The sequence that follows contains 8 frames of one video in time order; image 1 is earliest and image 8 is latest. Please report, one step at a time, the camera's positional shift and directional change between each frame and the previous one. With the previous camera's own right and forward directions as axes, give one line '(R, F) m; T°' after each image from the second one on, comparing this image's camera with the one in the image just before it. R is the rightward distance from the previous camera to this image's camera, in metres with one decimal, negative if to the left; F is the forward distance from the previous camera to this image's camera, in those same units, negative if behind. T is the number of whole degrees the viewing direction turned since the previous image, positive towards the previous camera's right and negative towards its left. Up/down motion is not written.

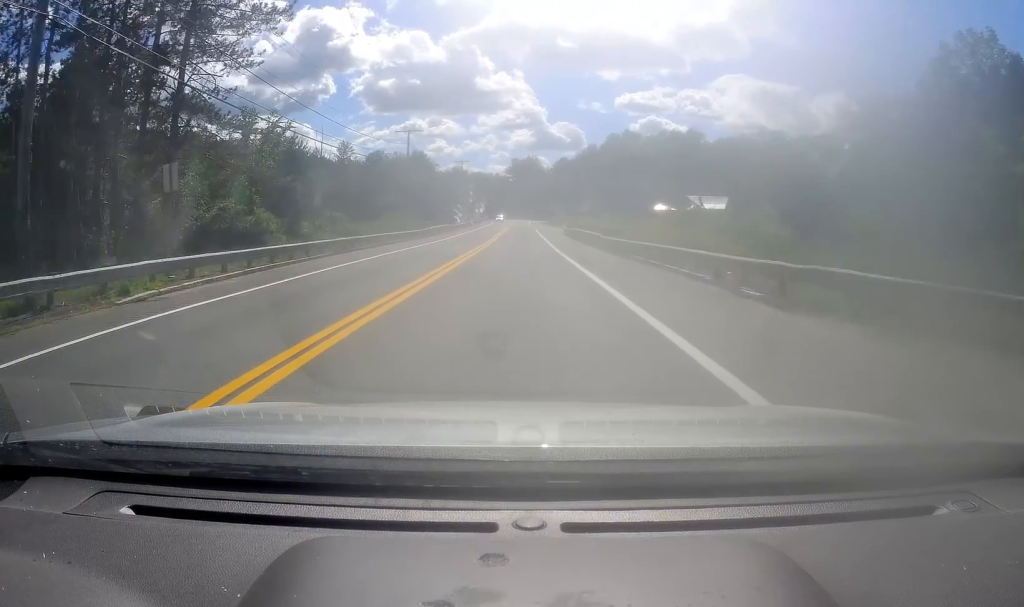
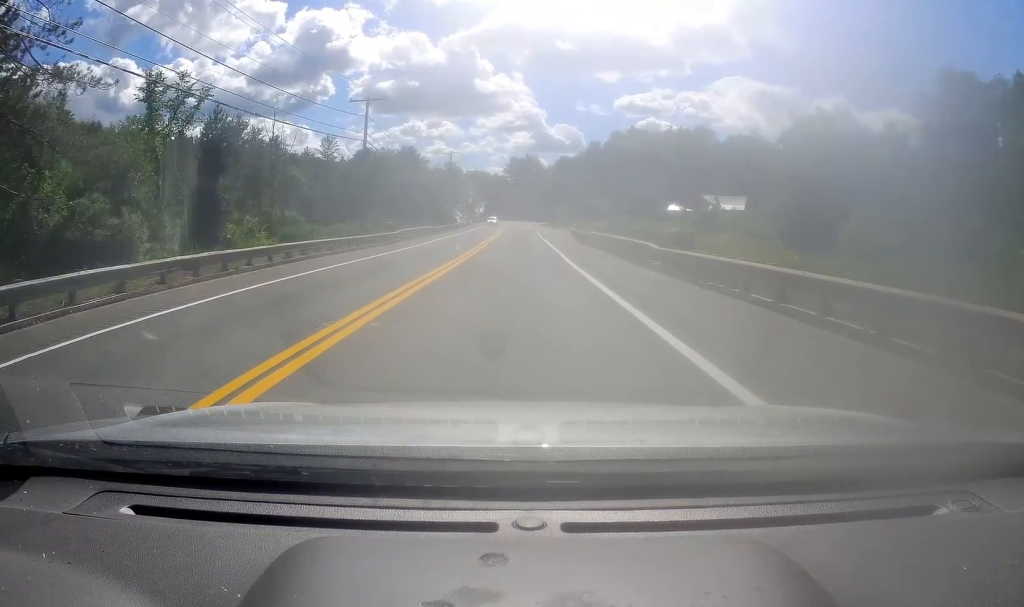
(-0.1, +15.6) m; -1°
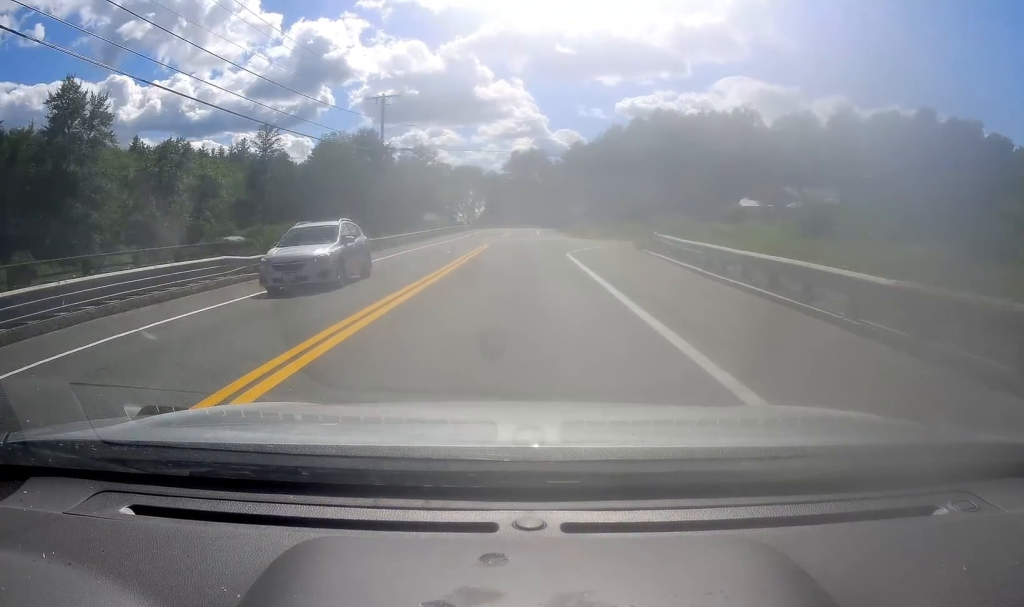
(-0.2, +46.1) m; 0°
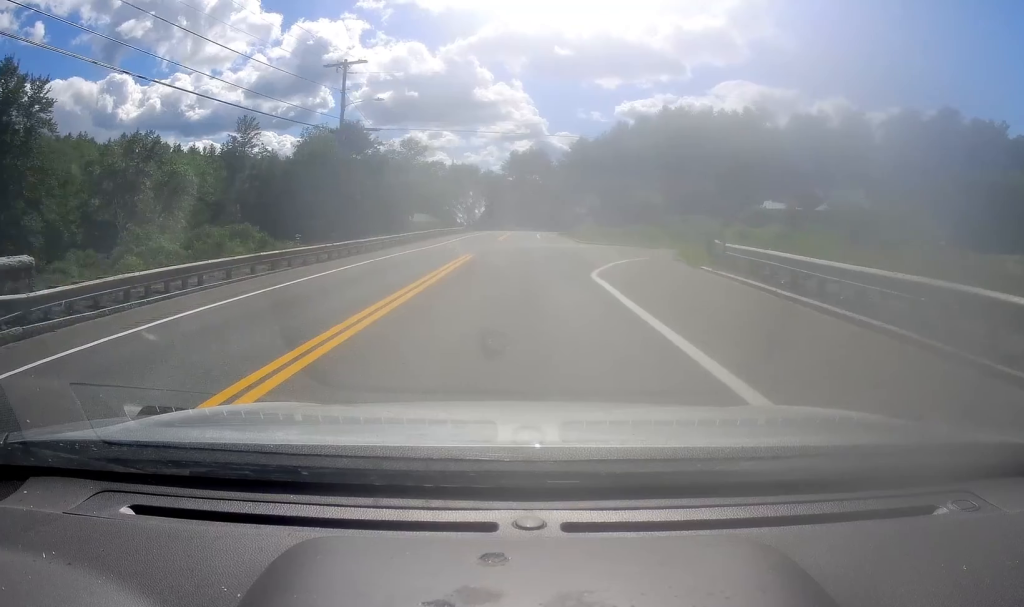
(+0.3, +9.9) m; 0°
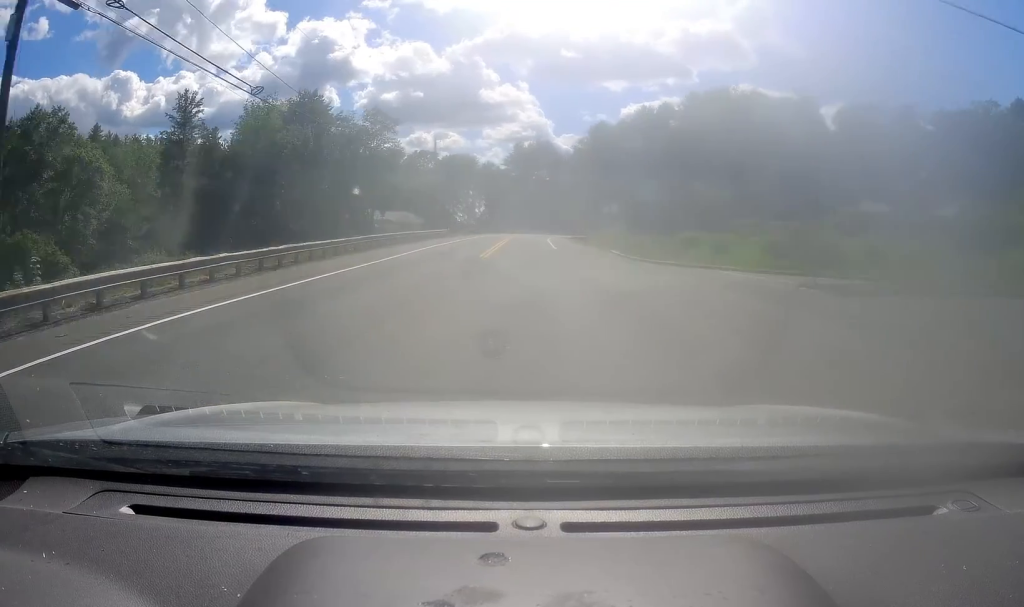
(-0.6, +26.1) m; 0°
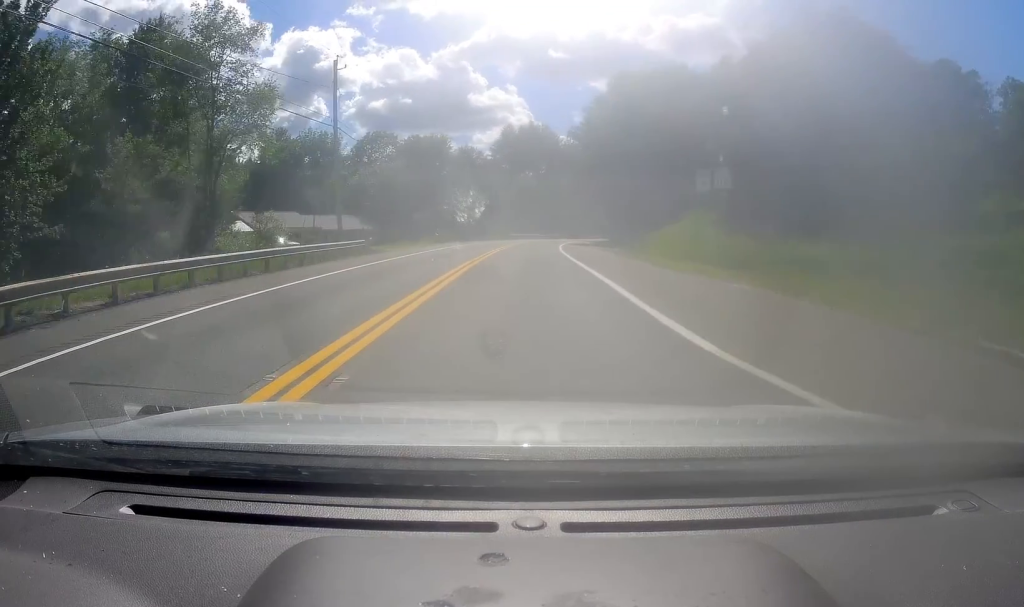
(+0.9, +37.1) m; +1°
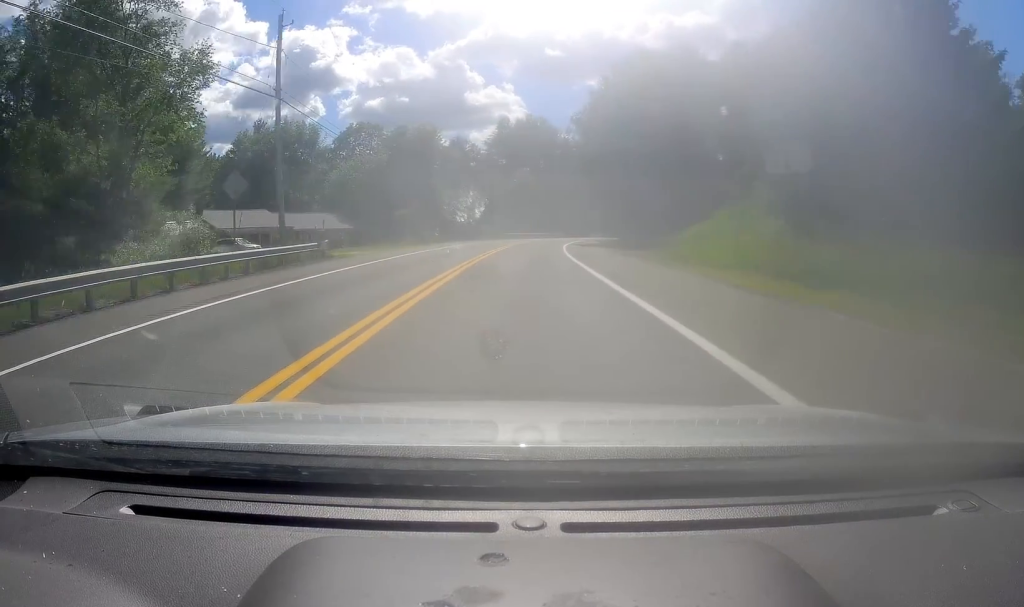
(0.0, +8.7) m; 0°
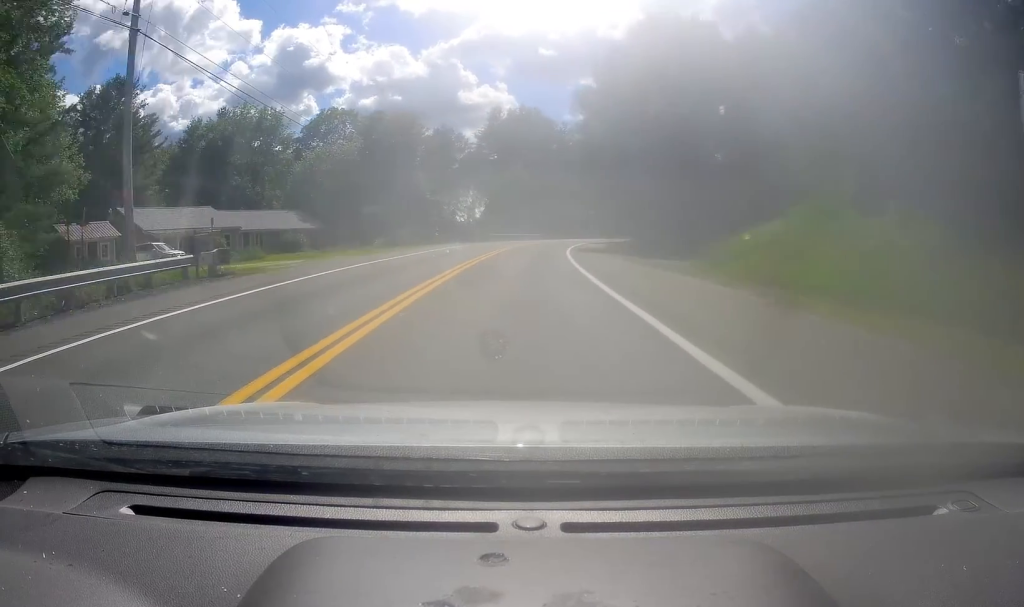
(0.0, +11.5) m; +1°
